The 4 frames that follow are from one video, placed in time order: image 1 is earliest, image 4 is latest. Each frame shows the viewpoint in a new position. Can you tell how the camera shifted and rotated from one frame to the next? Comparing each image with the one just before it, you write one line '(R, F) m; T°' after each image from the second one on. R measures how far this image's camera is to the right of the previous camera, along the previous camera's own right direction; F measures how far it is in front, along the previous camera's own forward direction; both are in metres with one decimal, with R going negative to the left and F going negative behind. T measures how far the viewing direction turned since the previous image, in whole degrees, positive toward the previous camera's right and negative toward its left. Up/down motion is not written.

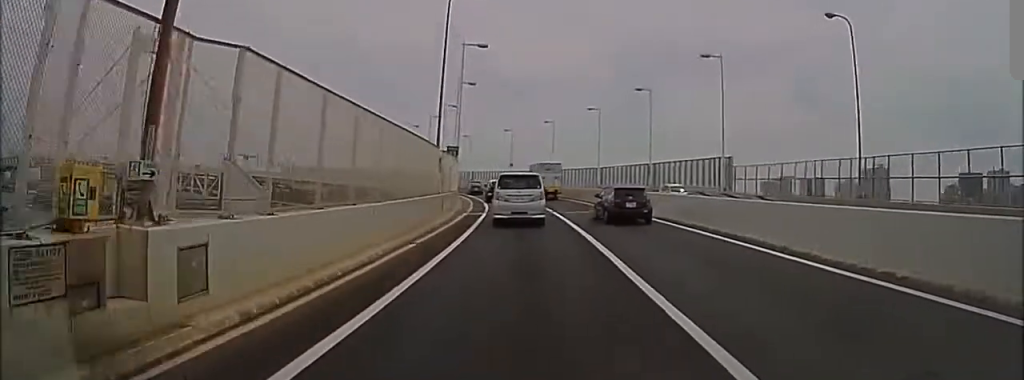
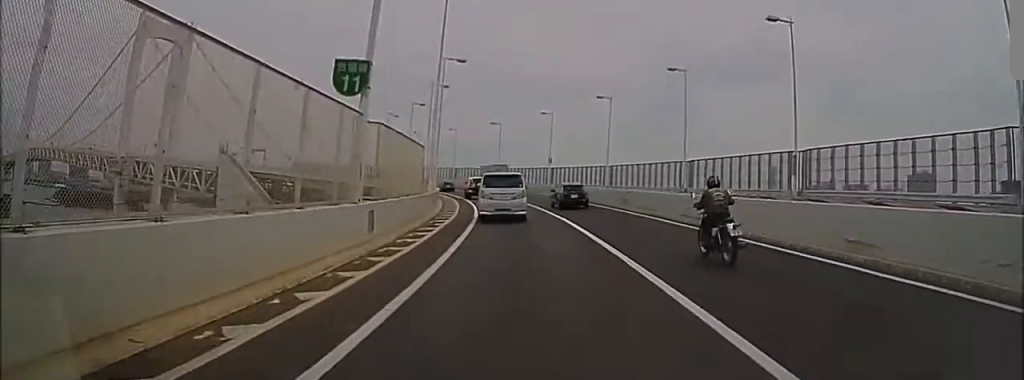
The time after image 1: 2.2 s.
(-0.7, +31.5) m; -3°
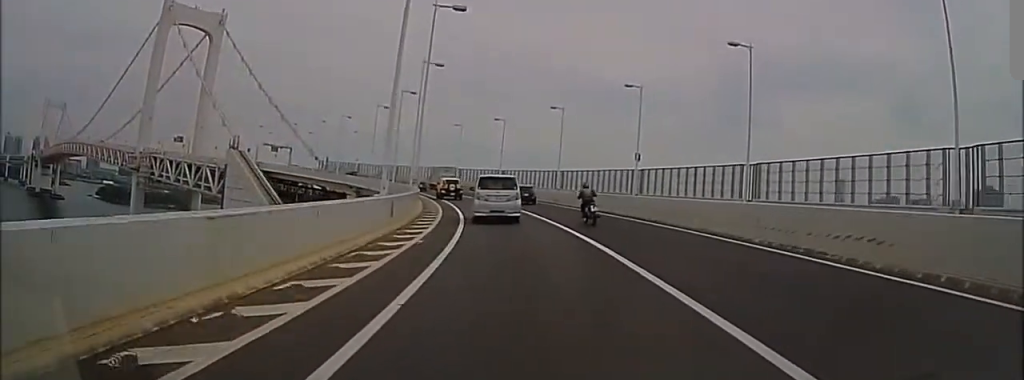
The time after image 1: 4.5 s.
(-1.0, +31.0) m; -8°
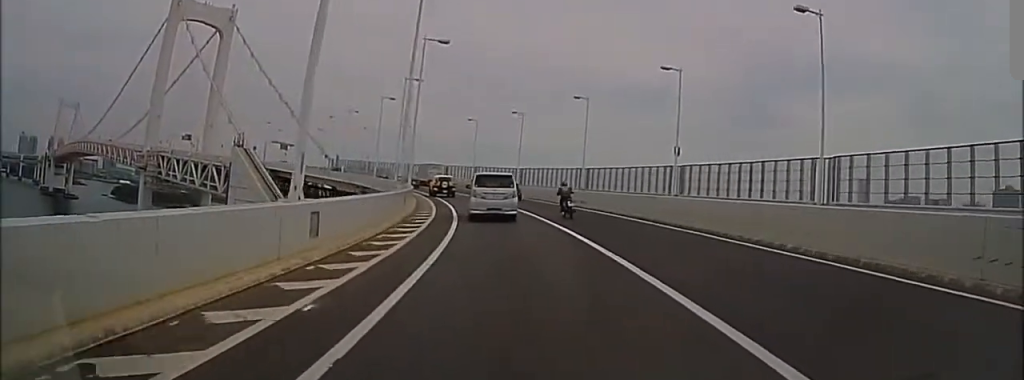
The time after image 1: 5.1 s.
(-0.2, +8.1) m; -7°
